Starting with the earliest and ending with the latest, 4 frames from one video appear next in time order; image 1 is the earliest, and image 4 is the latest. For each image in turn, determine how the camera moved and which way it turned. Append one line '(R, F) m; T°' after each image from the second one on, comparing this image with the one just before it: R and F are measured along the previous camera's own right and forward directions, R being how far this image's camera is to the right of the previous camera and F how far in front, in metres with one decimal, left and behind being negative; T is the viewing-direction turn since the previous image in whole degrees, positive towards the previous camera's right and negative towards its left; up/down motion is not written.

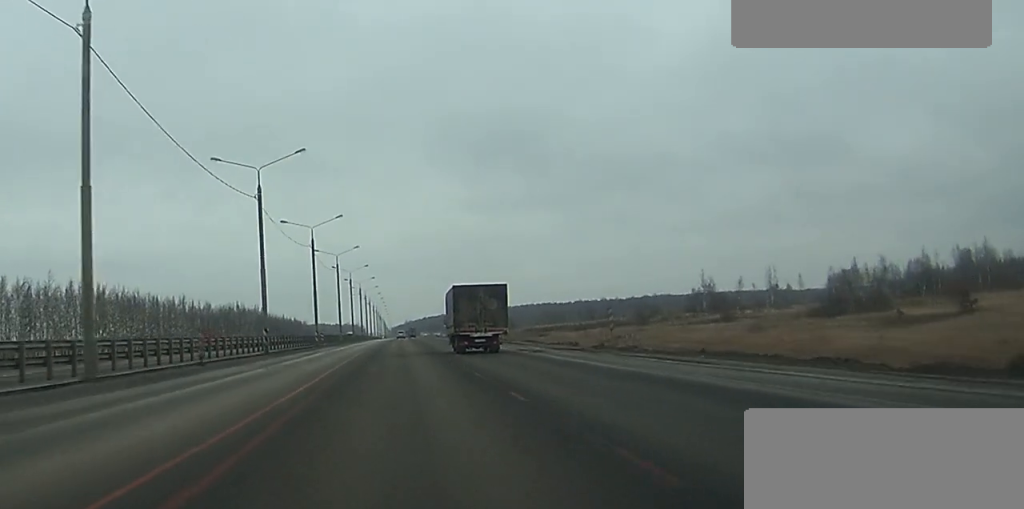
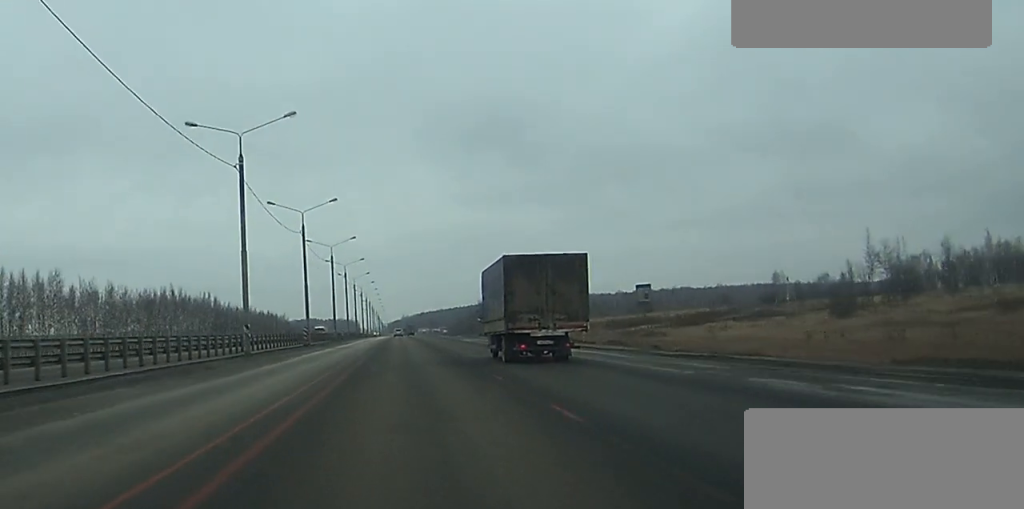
(+0.7, +76.3) m; +1°
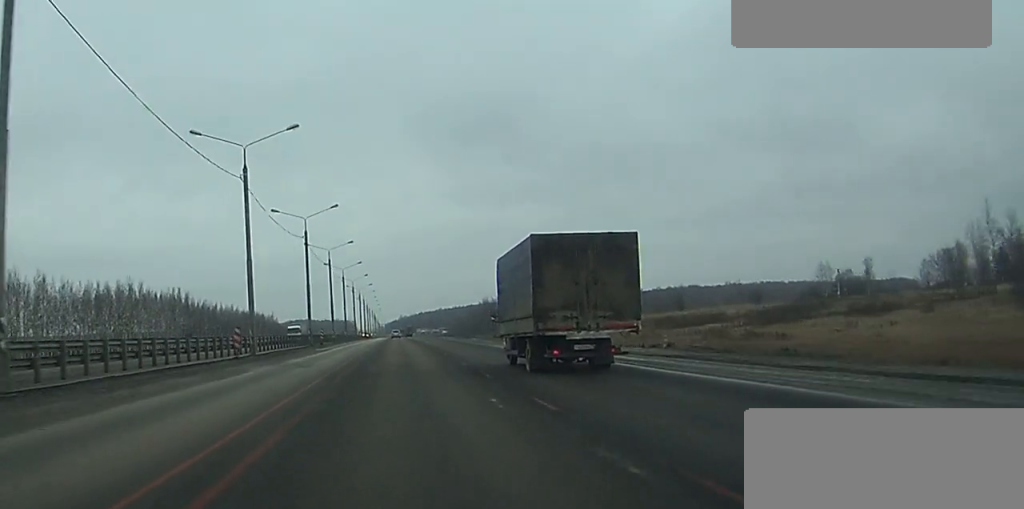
(0.0, +30.1) m; 0°
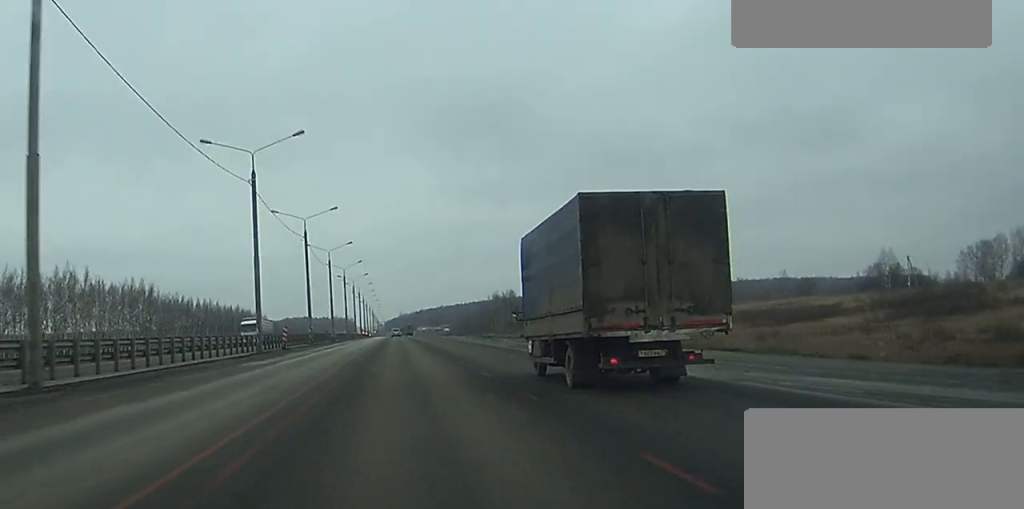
(0.0, +30.9) m; 0°
